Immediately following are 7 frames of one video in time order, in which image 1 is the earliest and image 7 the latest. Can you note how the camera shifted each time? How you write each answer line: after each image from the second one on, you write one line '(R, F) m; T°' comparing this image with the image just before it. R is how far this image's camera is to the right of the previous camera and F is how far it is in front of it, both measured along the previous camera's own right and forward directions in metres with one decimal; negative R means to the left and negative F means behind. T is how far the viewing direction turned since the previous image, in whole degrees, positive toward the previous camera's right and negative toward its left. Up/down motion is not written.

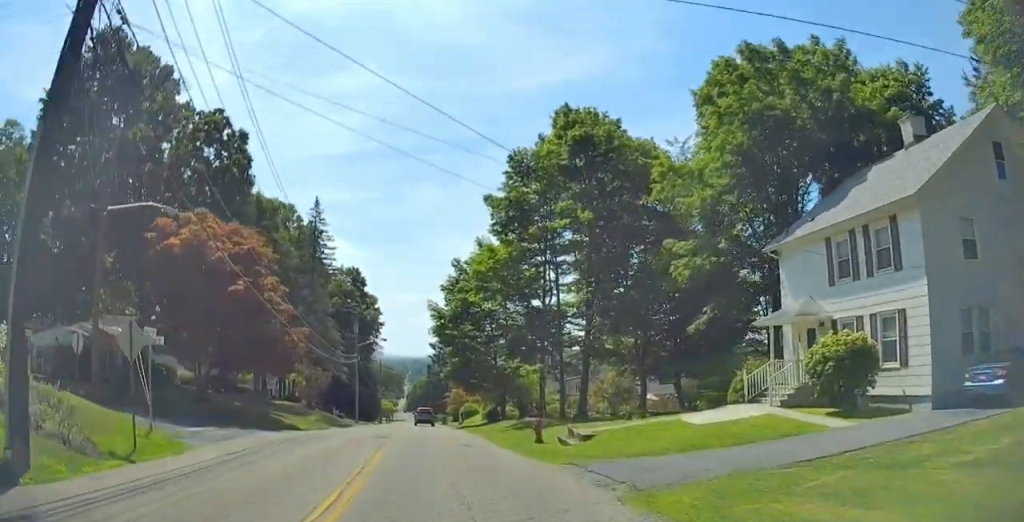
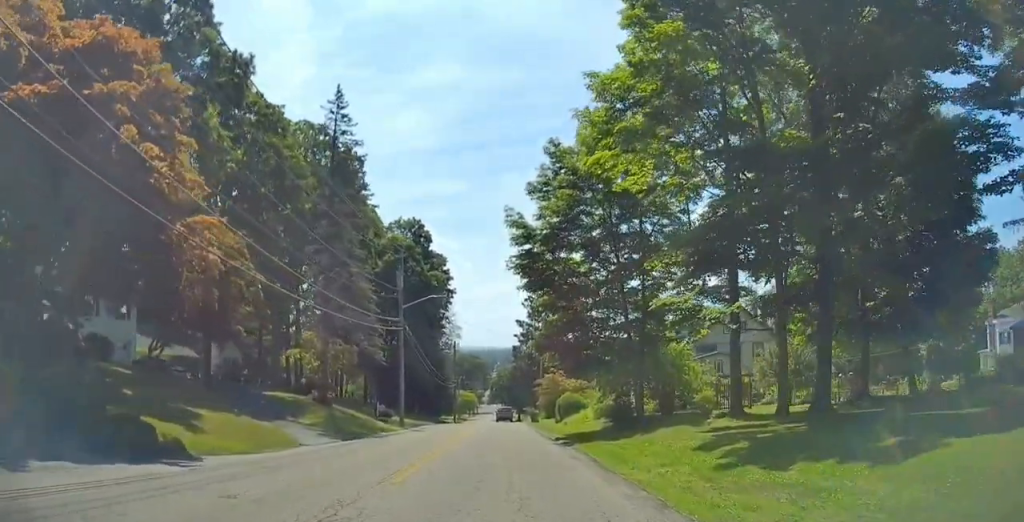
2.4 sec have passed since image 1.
(-1.2, +24.7) m; -5°
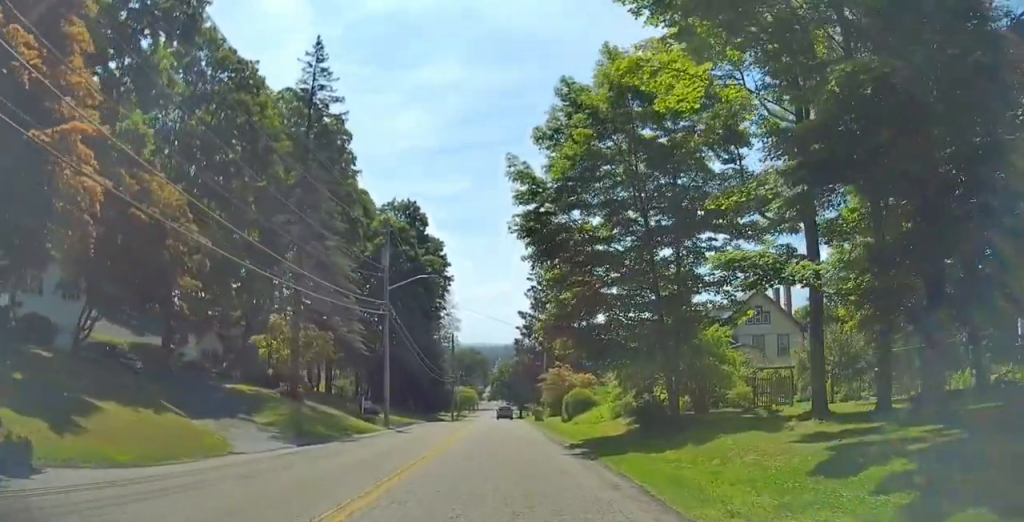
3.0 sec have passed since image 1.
(-0.1, +6.3) m; 0°
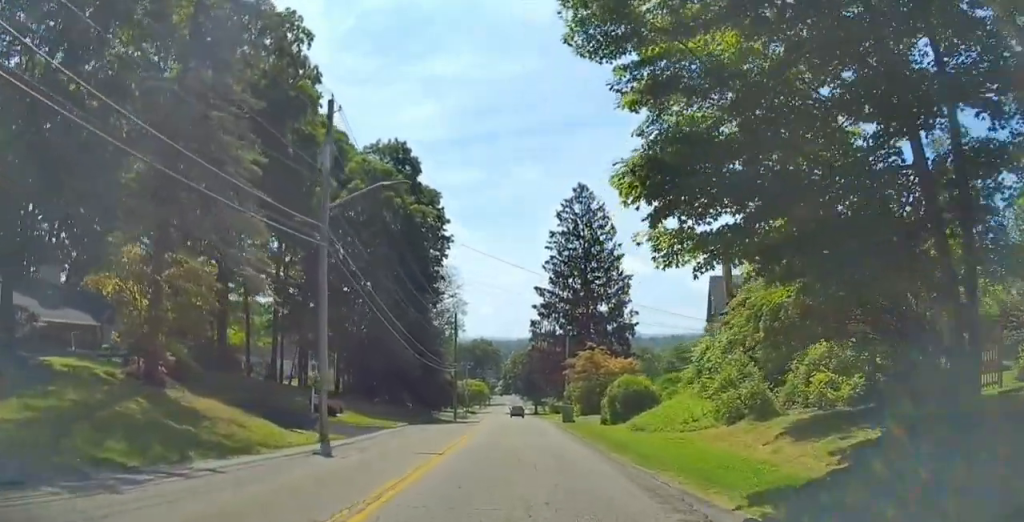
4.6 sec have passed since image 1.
(+0.2, +16.9) m; 0°
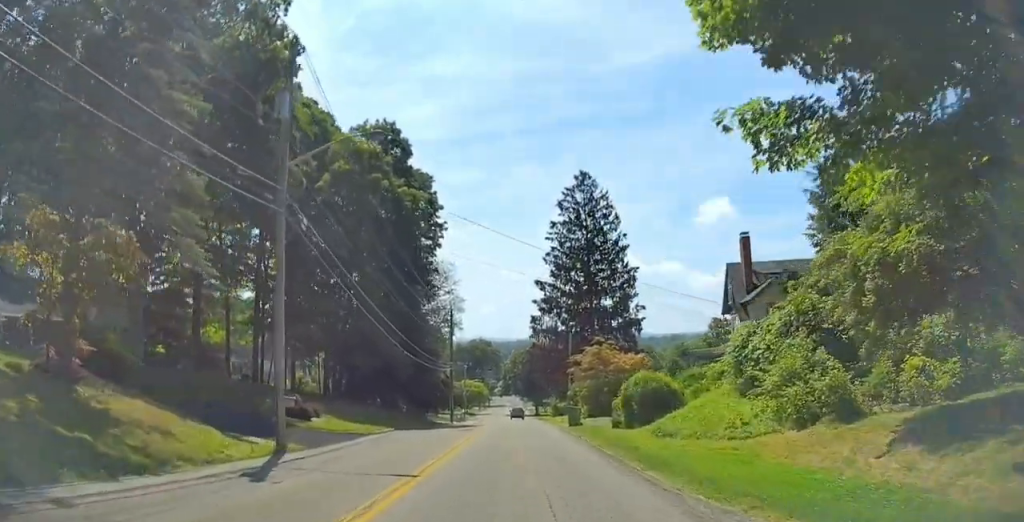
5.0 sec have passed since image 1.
(0.0, +4.5) m; 0°
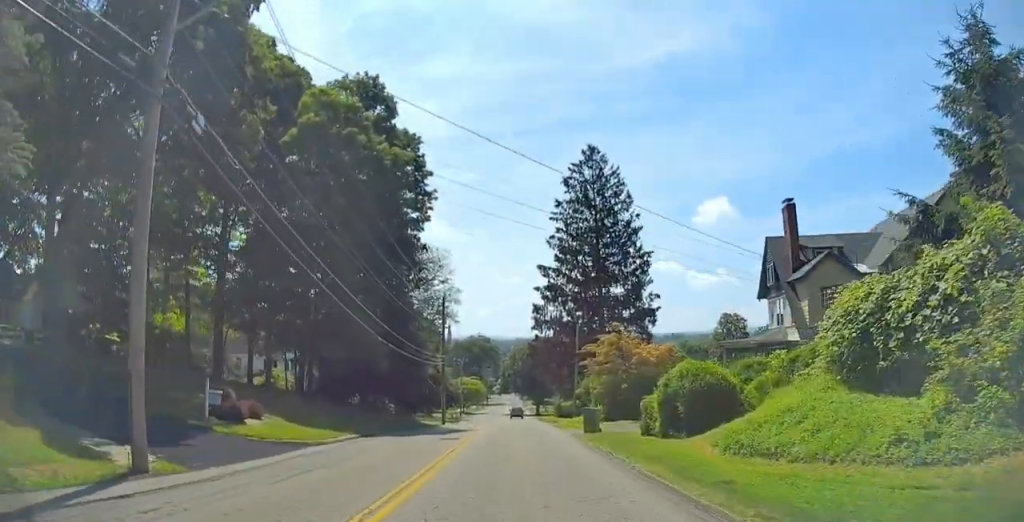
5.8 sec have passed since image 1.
(+0.1, +8.2) m; -2°
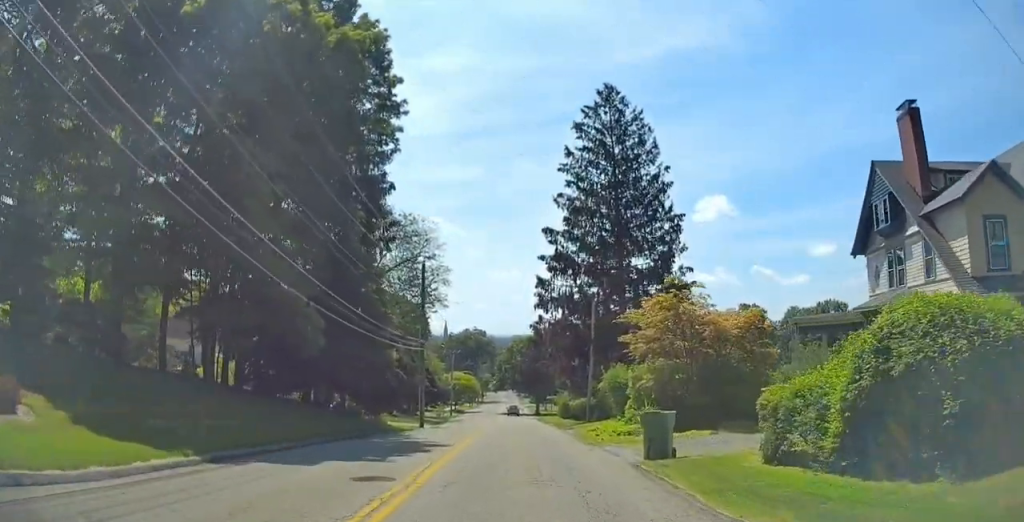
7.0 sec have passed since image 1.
(-0.5, +13.8) m; -1°
